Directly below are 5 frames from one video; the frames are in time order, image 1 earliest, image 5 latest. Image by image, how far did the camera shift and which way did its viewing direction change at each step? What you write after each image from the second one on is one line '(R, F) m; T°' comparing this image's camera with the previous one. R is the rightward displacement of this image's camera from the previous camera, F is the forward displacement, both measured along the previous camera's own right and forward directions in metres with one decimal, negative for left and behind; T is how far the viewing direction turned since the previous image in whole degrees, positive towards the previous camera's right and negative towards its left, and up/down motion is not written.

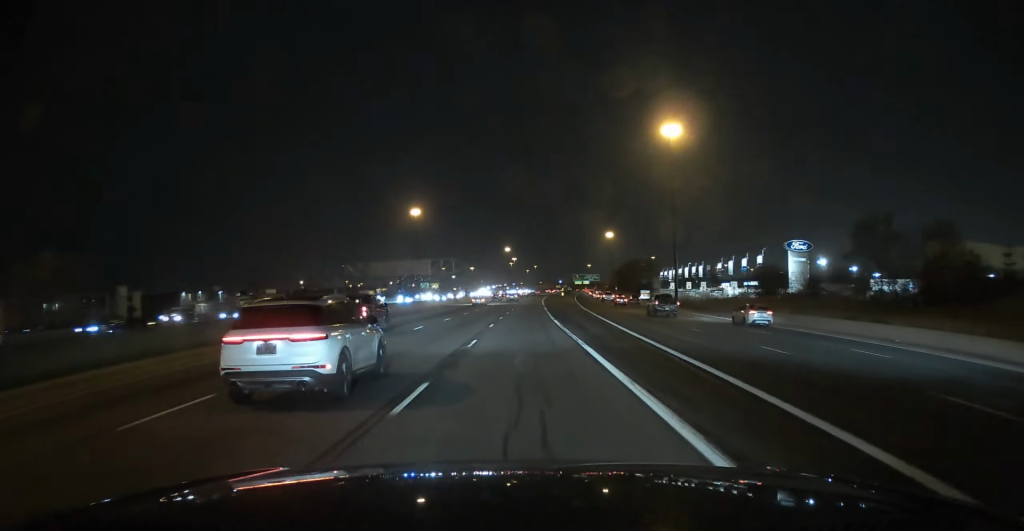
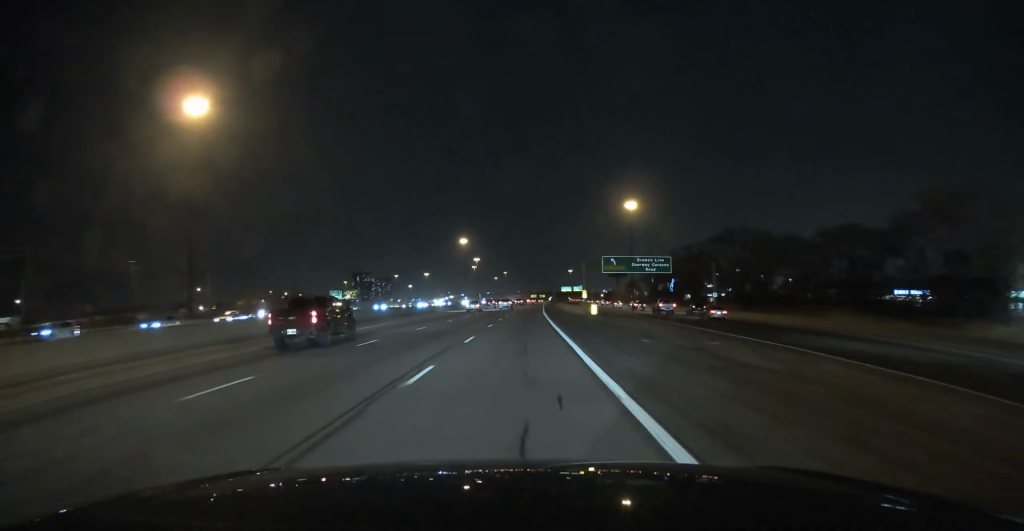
(+3.4, +169.9) m; +2°
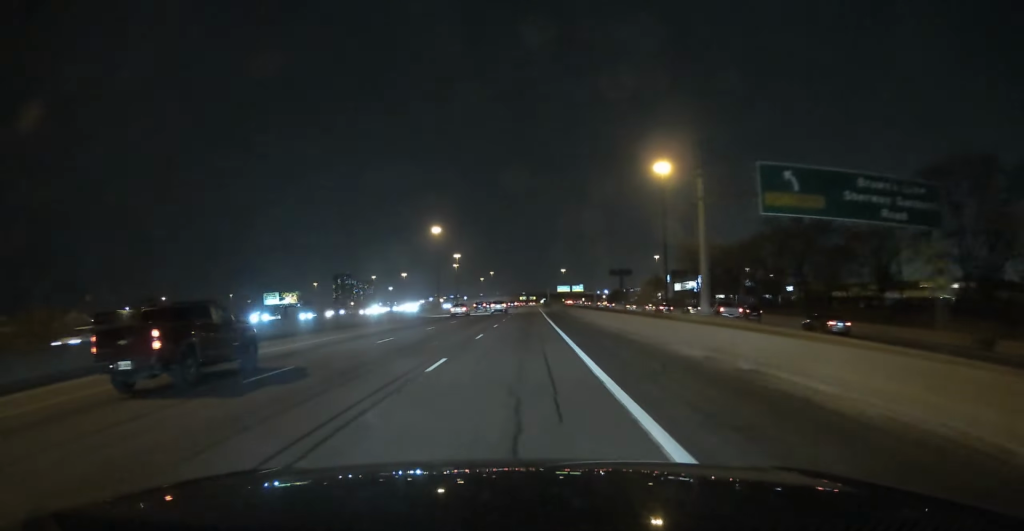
(+0.6, +68.5) m; +1°
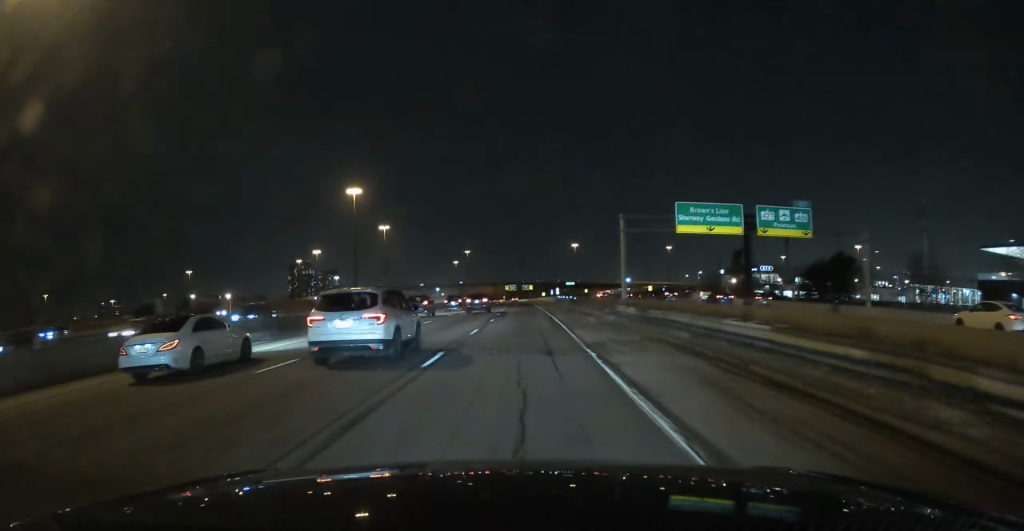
(+3.5, +243.6) m; +1°
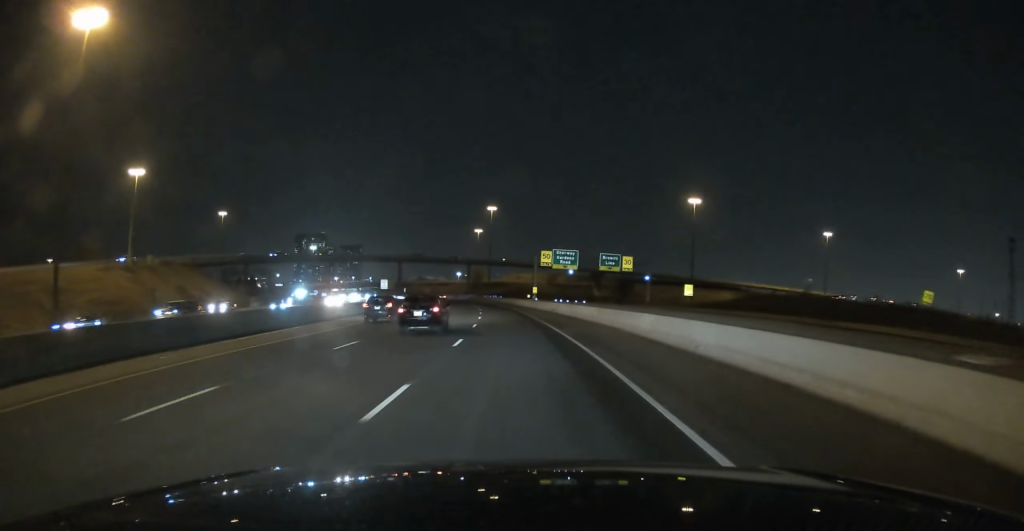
(-6.1, +235.3) m; -6°
